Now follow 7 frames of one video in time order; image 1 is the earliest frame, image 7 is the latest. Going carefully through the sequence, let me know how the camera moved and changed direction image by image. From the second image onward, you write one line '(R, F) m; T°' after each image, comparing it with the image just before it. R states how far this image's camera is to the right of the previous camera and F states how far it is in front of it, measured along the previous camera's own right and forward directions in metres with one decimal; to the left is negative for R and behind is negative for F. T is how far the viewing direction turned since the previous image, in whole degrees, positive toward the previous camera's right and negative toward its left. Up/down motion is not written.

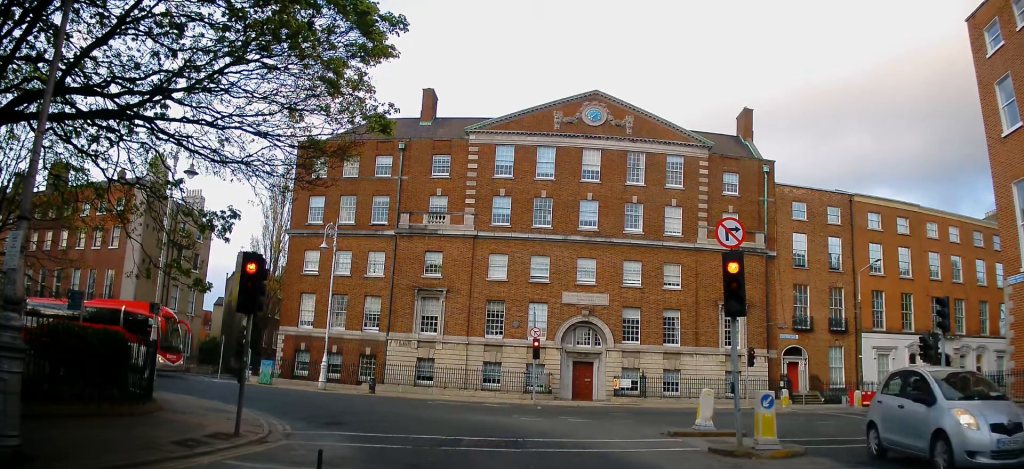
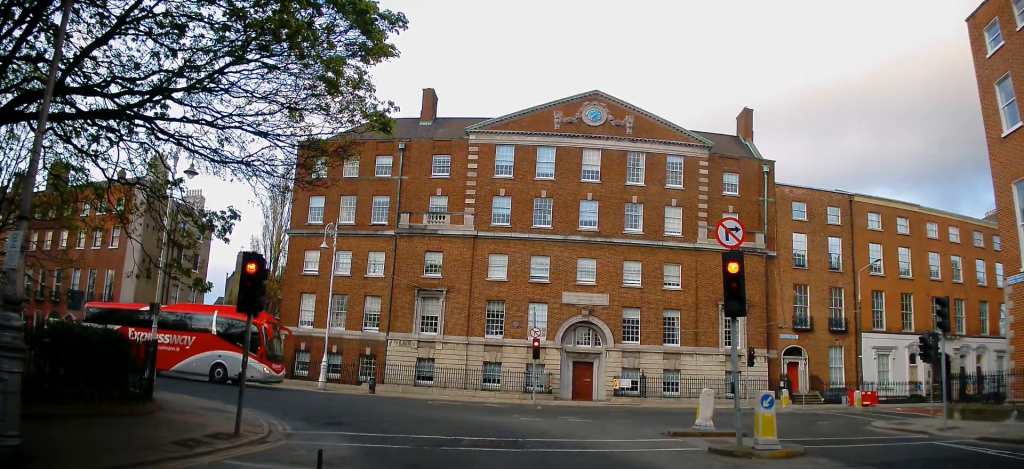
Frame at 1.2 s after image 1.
(0.0, 0.0) m; 0°
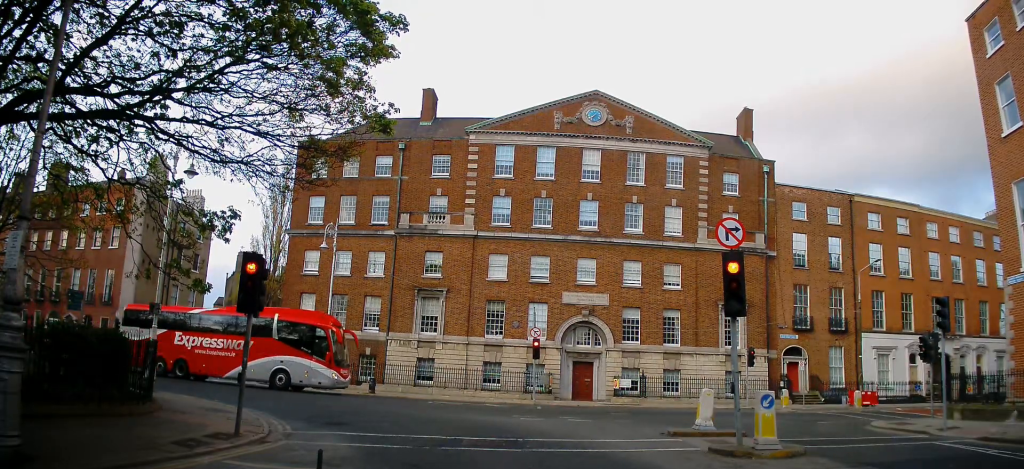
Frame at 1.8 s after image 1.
(0.0, 0.0) m; 0°
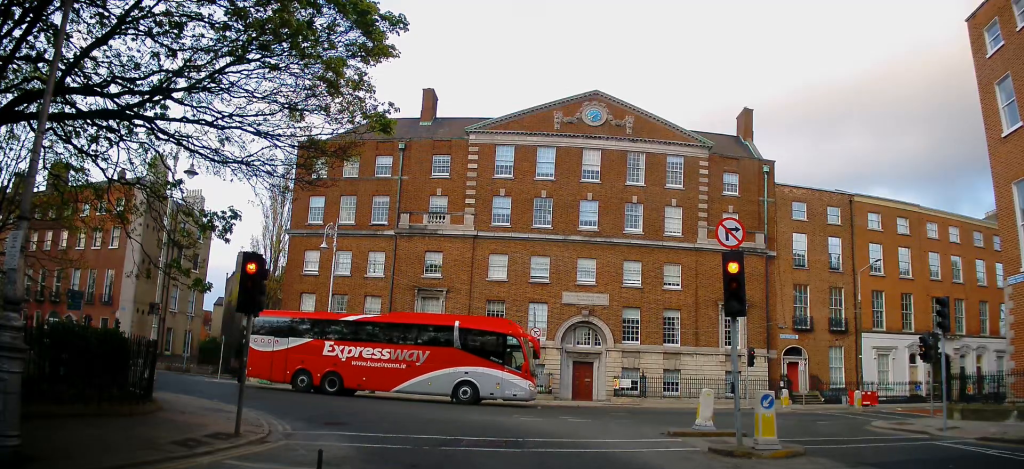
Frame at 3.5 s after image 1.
(0.0, 0.0) m; 0°
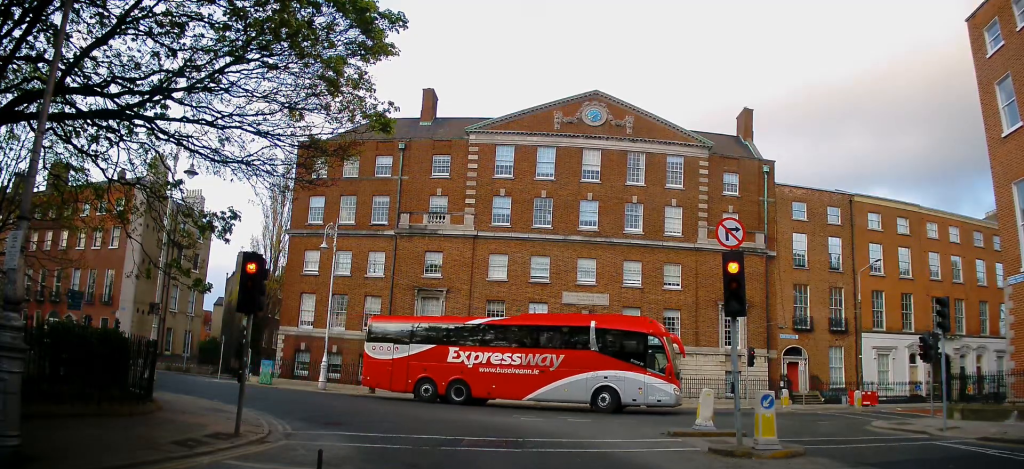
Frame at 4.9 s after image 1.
(0.0, 0.0) m; 0°
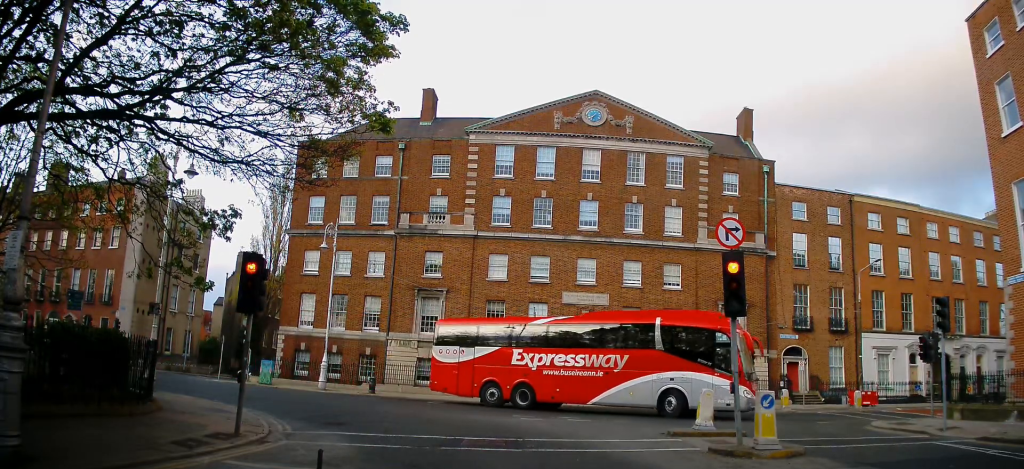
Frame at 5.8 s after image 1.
(0.0, 0.0) m; 0°
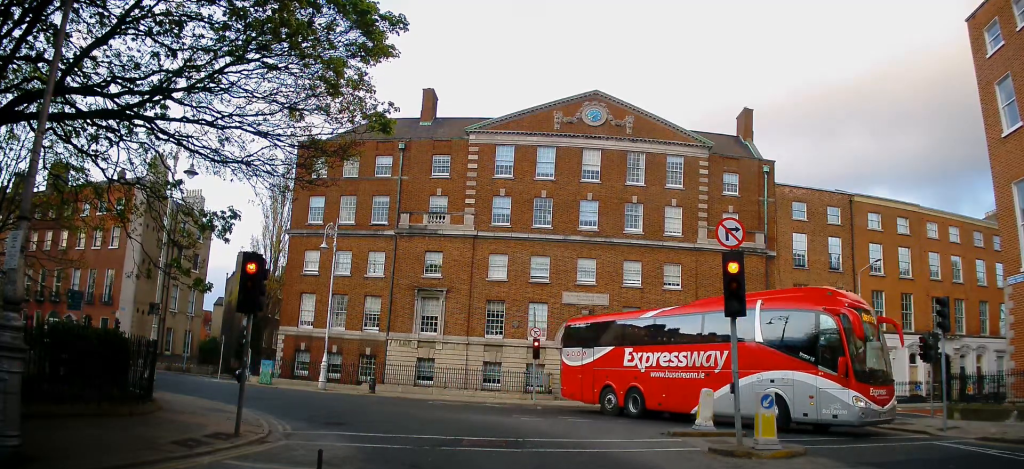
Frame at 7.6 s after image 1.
(0.0, 0.0) m; 0°
